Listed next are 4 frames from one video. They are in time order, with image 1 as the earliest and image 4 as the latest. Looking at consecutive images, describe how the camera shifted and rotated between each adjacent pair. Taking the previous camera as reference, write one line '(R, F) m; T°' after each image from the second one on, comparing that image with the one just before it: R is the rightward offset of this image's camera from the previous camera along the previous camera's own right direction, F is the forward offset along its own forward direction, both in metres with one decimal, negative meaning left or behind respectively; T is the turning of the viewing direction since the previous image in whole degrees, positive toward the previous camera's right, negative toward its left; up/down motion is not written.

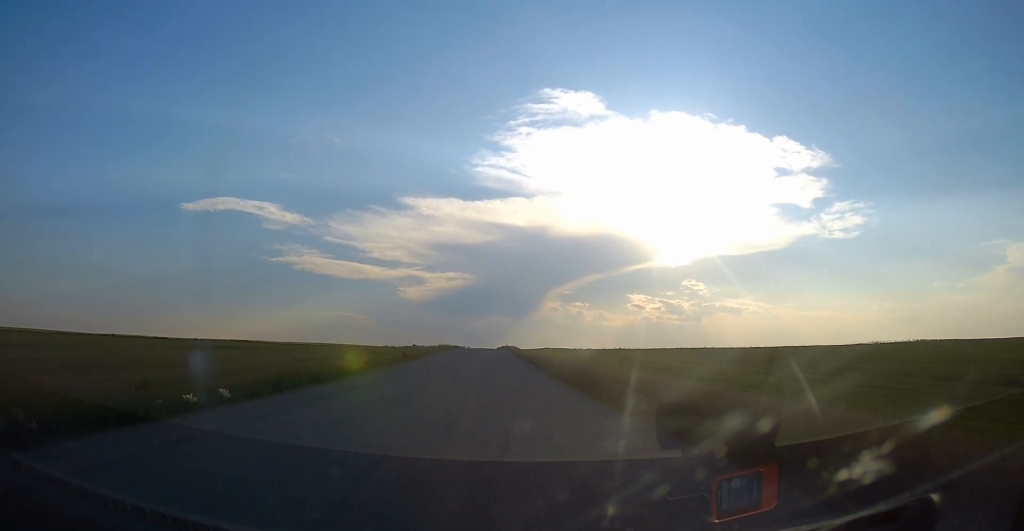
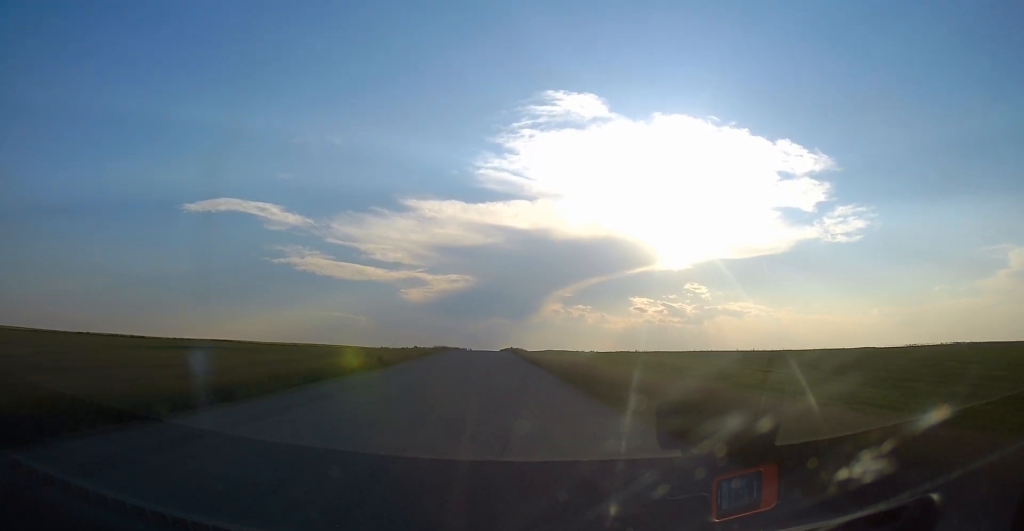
(0.0, +13.9) m; 0°
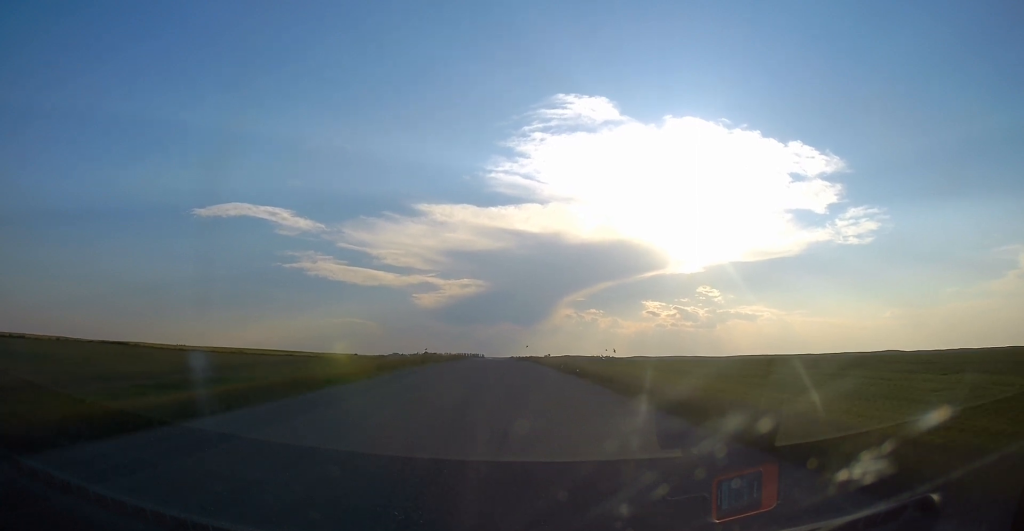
(0.0, +54.9) m; 0°
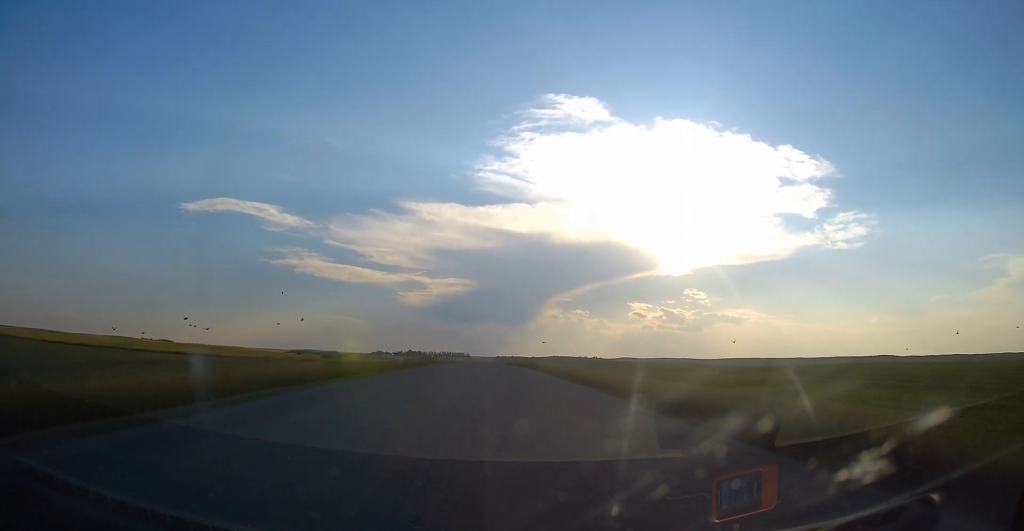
(0.0, +34.6) m; 0°
